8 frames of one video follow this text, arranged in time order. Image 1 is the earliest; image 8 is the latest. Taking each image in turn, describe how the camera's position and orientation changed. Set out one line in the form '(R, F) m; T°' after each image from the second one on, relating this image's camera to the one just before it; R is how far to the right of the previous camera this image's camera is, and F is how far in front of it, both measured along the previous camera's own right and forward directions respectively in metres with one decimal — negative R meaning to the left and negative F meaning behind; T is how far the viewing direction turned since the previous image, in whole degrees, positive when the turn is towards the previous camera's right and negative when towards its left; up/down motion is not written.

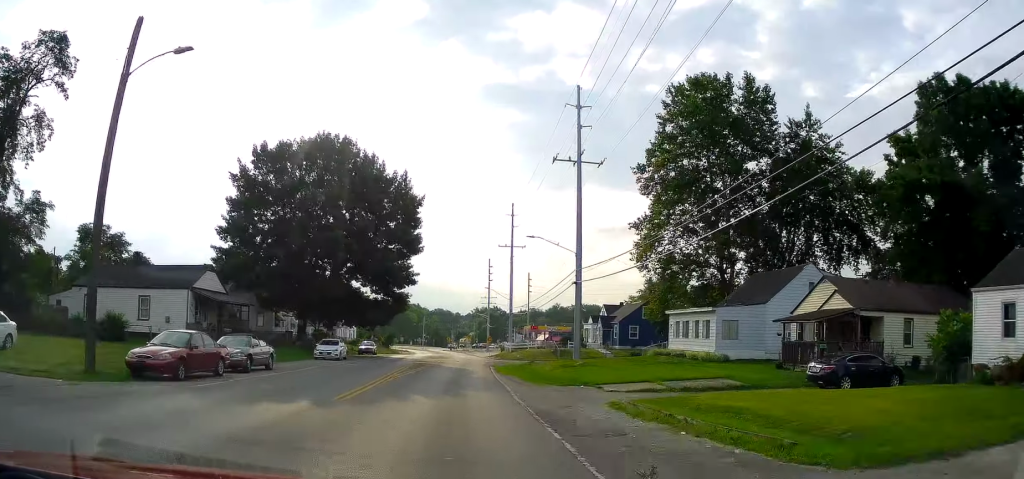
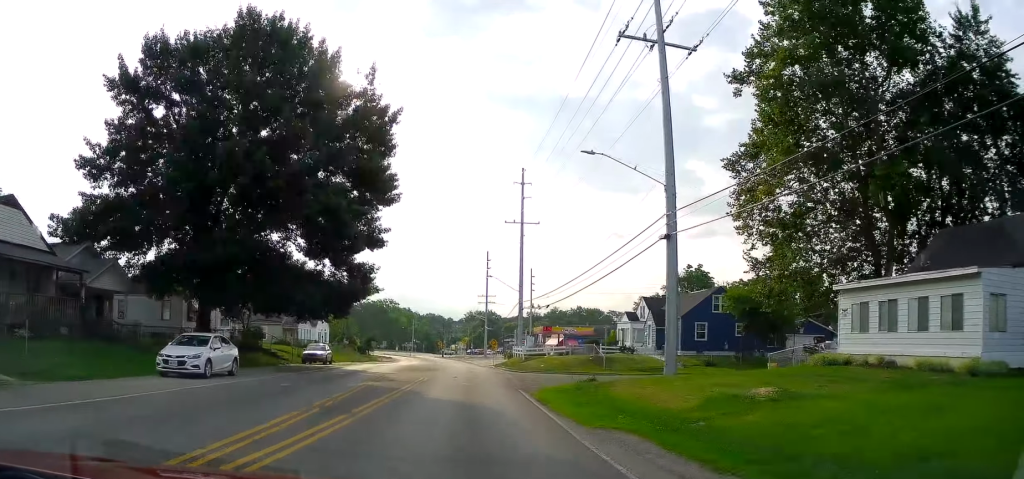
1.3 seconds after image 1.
(0.0, +22.5) m; 0°
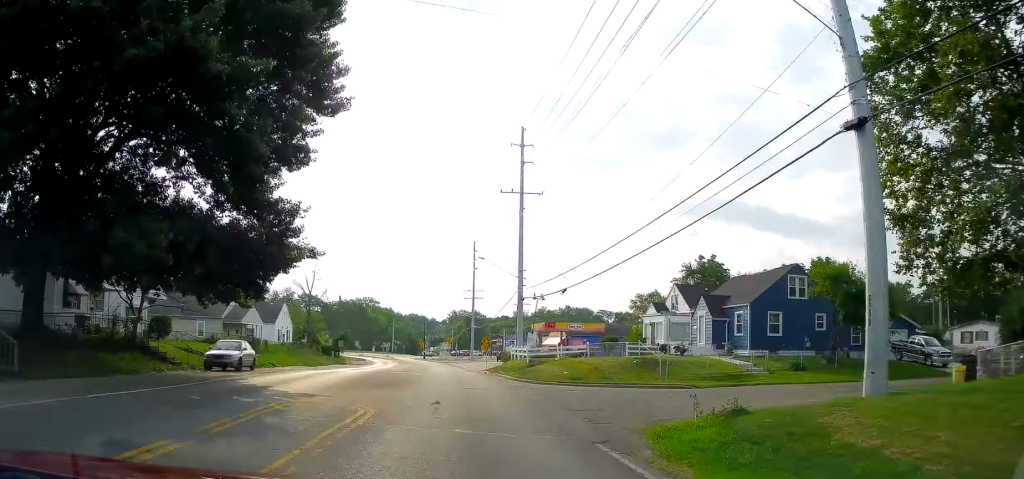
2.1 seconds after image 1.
(+0.1, +15.4) m; +1°
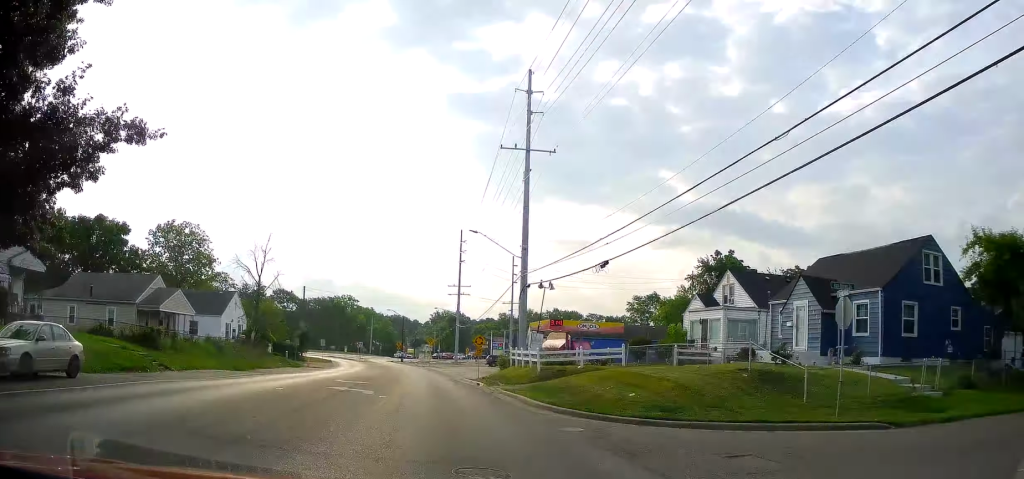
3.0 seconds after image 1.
(+0.3, +14.8) m; +2°
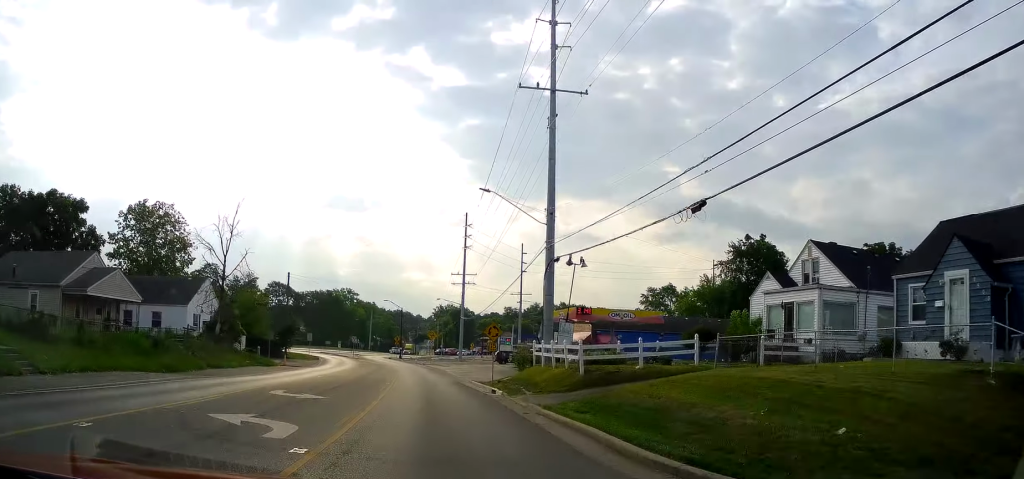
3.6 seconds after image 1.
(+0.1, +10.7) m; +1°
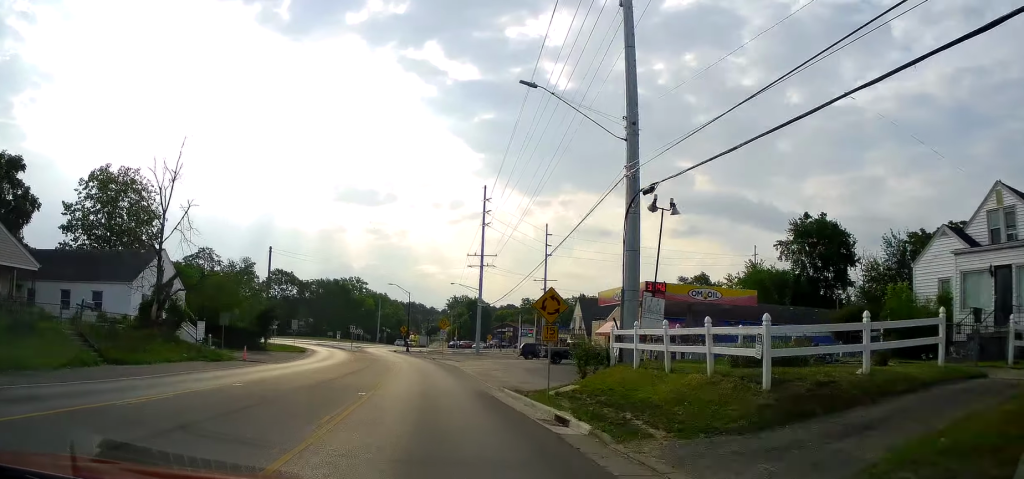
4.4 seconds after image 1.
(+0.1, +14.1) m; 0°
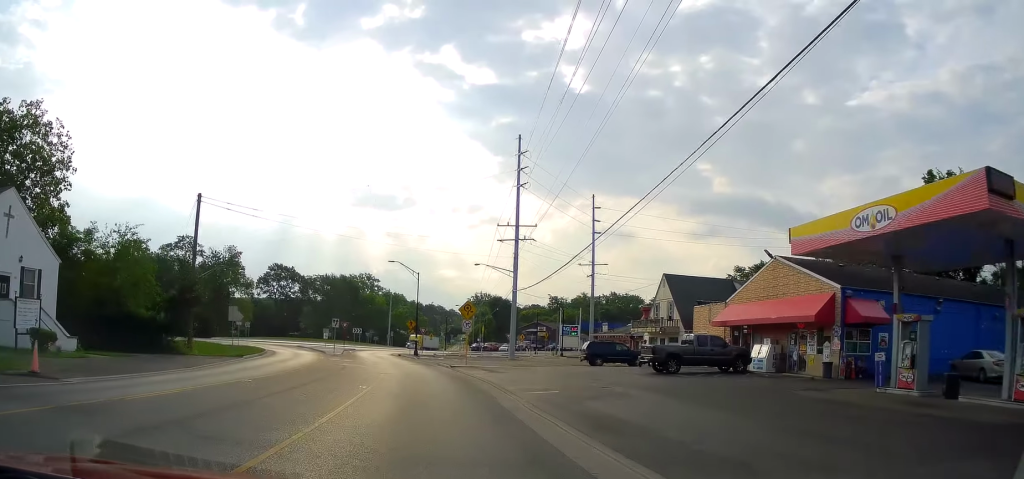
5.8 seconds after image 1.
(-0.1, +24.3) m; -1°
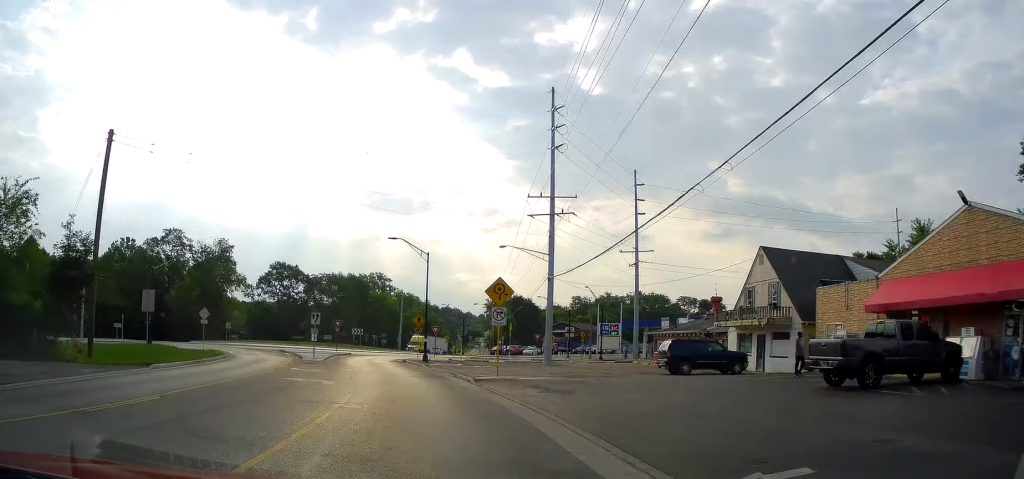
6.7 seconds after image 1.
(-0.1, +15.0) m; -1°
